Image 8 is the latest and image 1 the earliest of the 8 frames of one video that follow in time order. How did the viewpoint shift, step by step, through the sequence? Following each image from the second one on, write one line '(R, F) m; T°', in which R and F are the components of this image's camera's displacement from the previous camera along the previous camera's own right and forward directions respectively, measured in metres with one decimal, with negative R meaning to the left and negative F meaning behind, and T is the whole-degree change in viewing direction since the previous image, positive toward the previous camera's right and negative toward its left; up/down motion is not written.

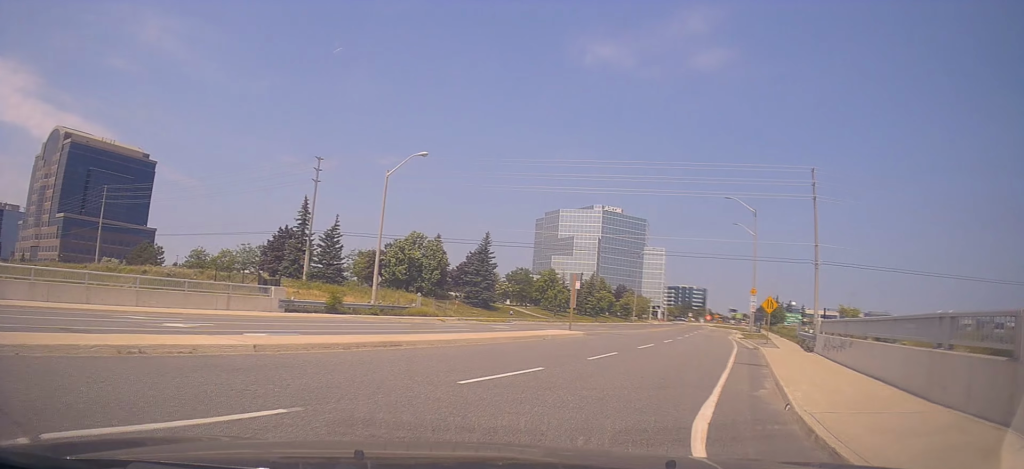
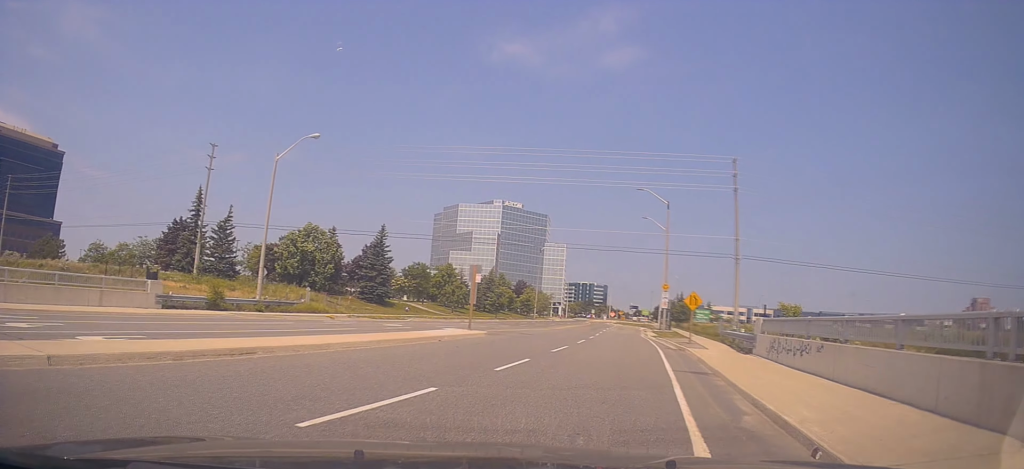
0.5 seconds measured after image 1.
(+0.1, +3.1) m; +10°
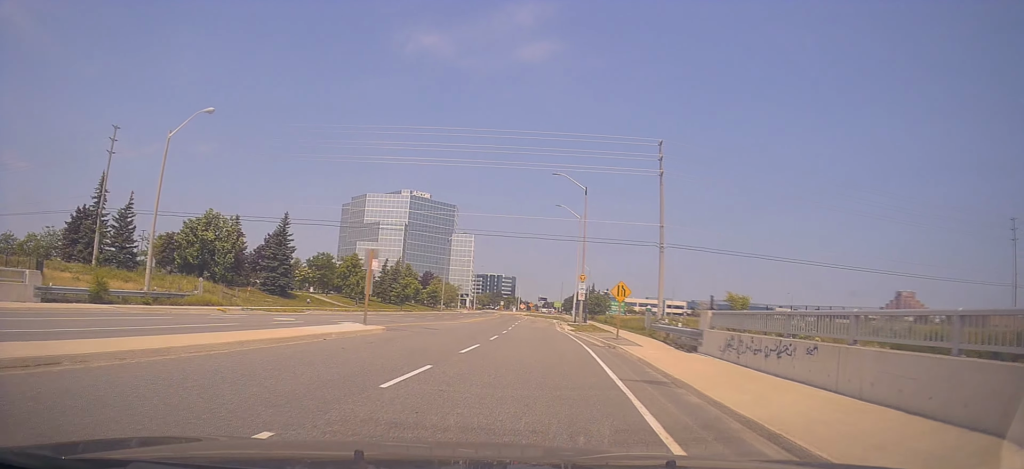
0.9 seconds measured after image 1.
(+0.5, +3.3) m; +7°
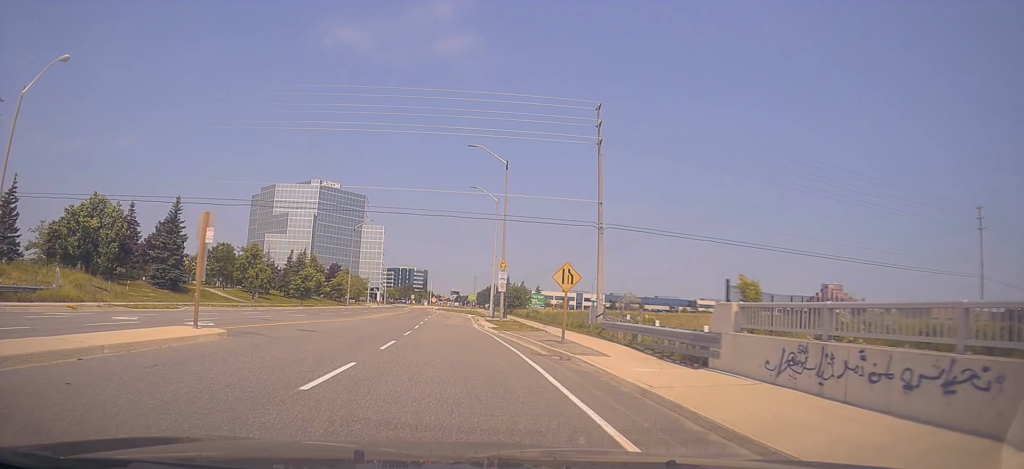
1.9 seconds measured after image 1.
(+0.9, +7.0) m; +9°
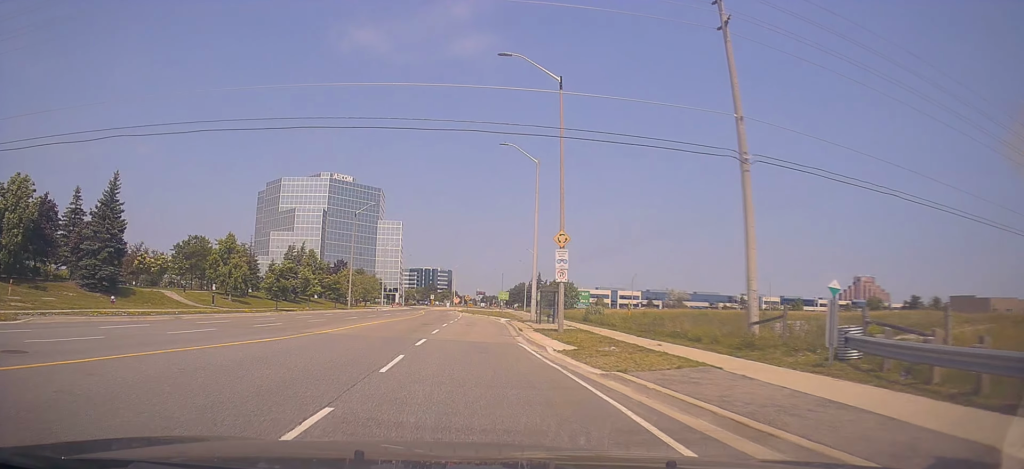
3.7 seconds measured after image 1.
(0.0, +16.7) m; +2°
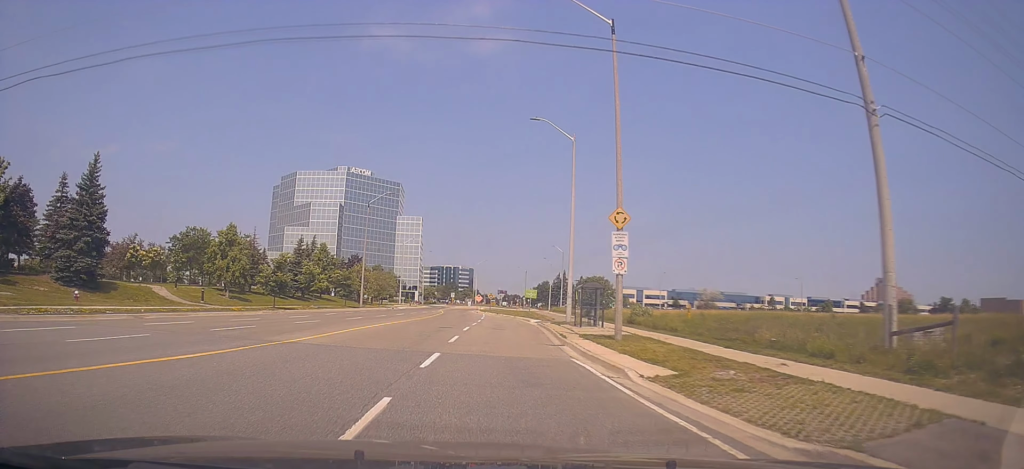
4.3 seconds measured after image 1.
(+0.5, +6.2) m; -1°
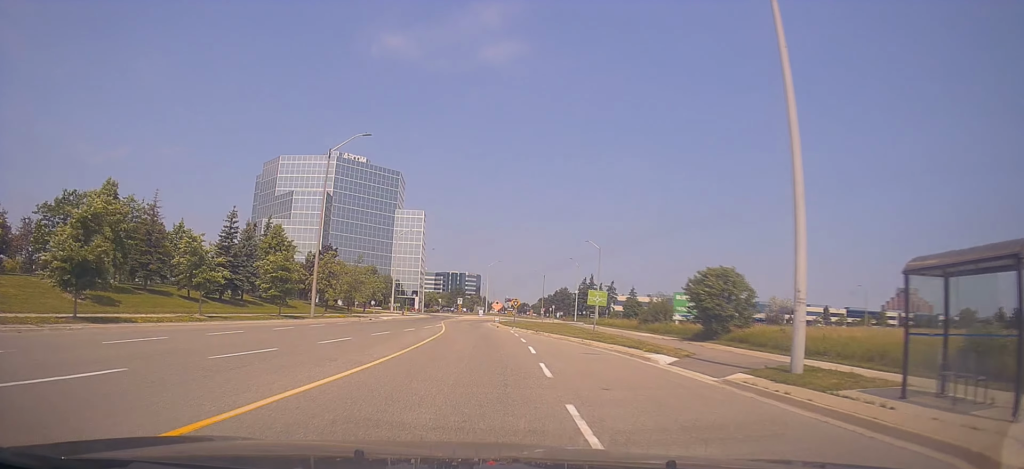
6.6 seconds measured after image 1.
(-1.7, +25.9) m; -3°
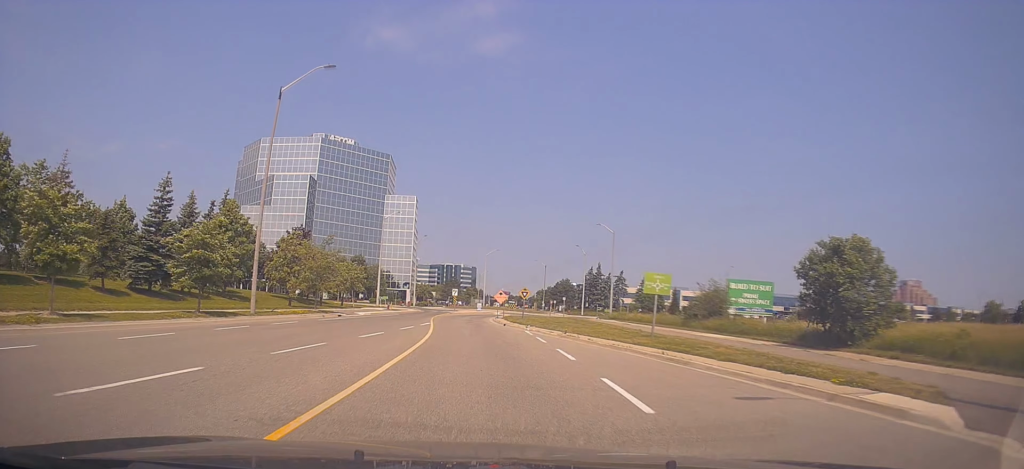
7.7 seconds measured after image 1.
(+0.4, +11.7) m; +2°
